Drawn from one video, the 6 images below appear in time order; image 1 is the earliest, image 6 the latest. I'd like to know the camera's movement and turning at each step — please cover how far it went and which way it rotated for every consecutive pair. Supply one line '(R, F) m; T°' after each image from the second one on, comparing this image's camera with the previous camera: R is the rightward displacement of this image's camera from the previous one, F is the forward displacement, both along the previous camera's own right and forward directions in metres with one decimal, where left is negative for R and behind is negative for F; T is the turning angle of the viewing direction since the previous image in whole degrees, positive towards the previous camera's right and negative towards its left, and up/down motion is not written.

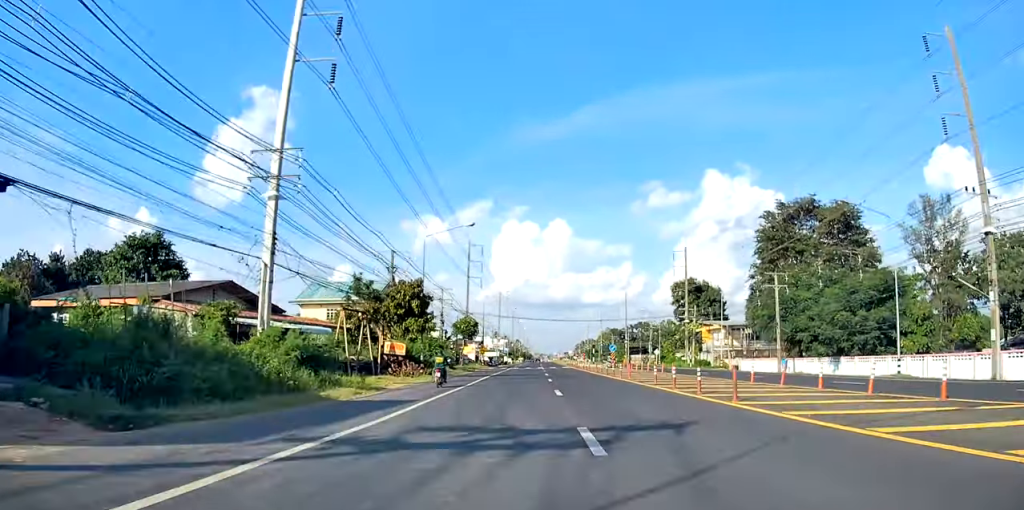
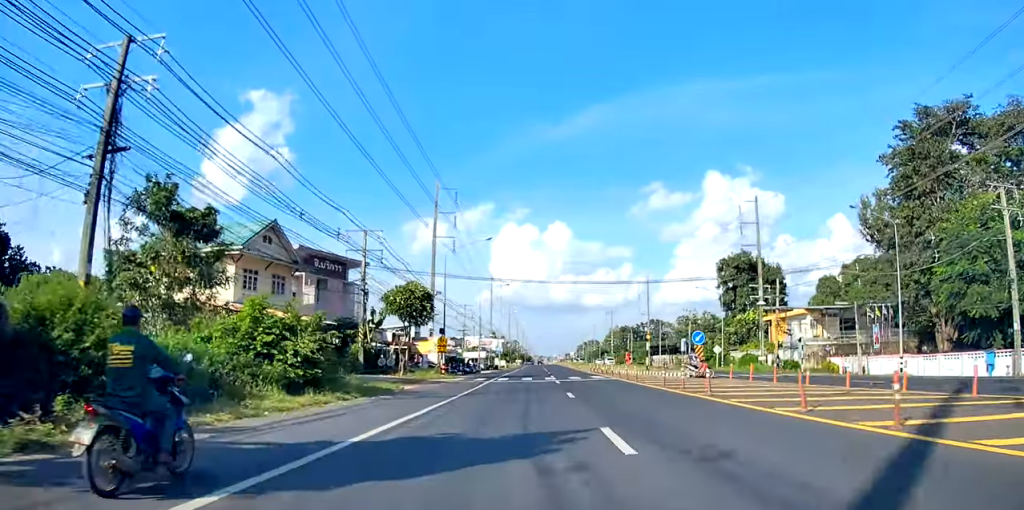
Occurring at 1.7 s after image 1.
(+0.2, +36.4) m; +1°
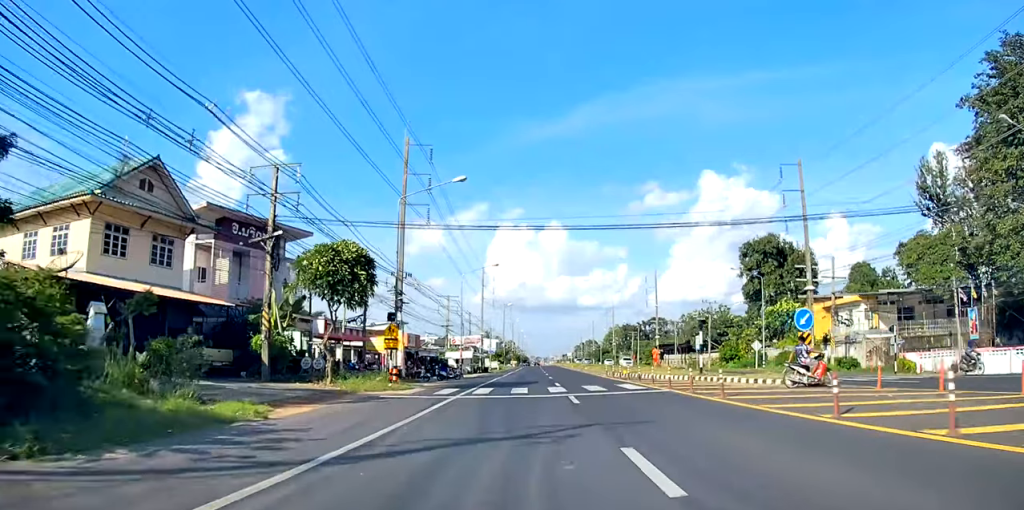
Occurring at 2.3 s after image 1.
(-0.1, +13.7) m; 0°
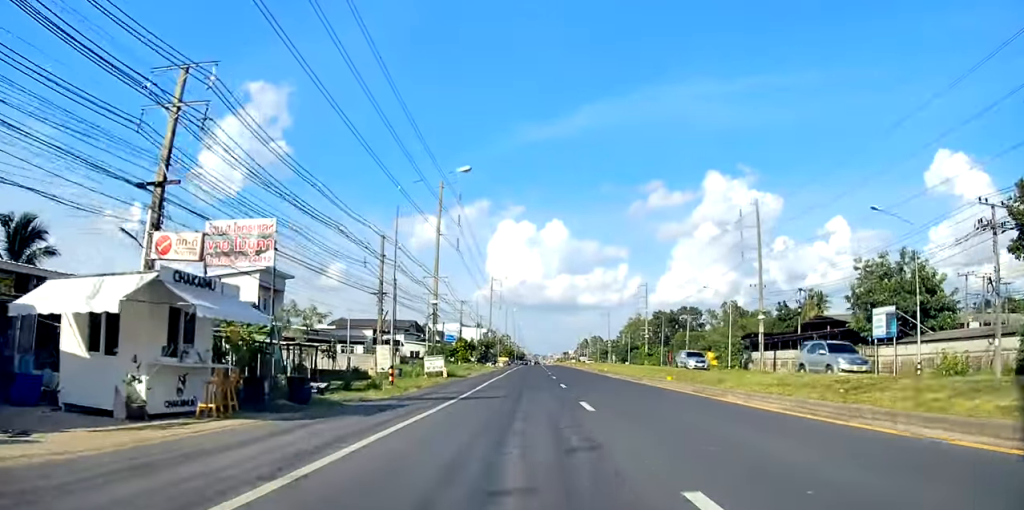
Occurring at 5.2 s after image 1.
(-0.4, +62.7) m; -1°
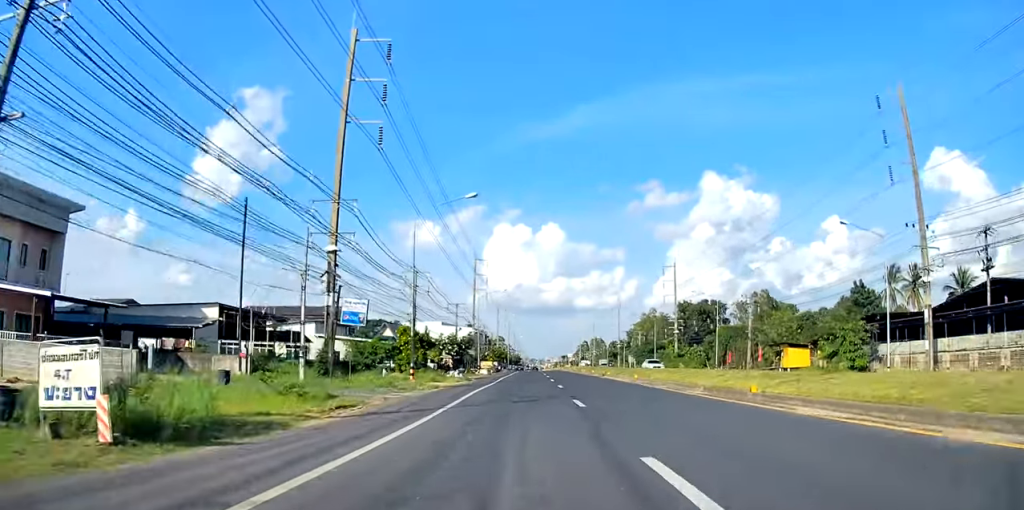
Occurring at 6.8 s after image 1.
(0.0, +34.8) m; 0°
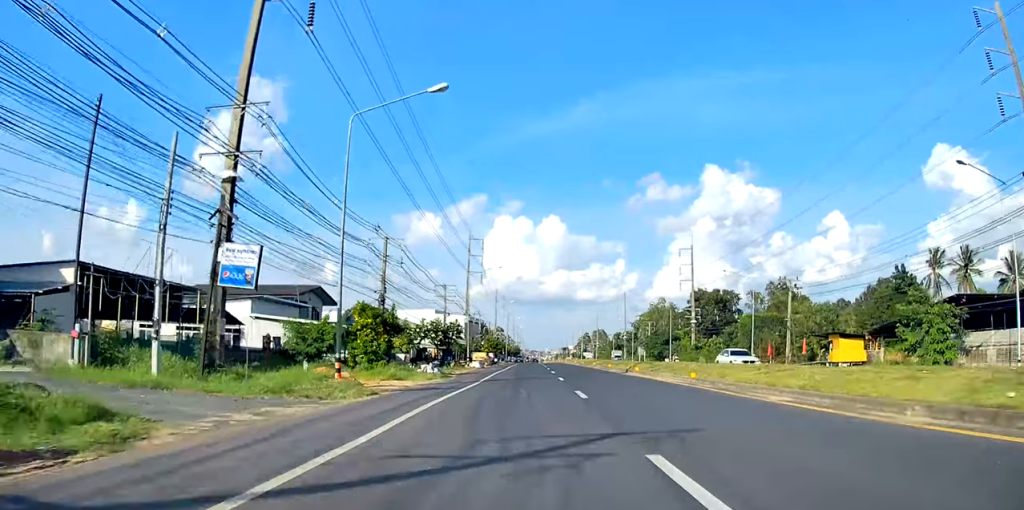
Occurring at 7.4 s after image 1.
(+0.1, +12.3) m; 0°
